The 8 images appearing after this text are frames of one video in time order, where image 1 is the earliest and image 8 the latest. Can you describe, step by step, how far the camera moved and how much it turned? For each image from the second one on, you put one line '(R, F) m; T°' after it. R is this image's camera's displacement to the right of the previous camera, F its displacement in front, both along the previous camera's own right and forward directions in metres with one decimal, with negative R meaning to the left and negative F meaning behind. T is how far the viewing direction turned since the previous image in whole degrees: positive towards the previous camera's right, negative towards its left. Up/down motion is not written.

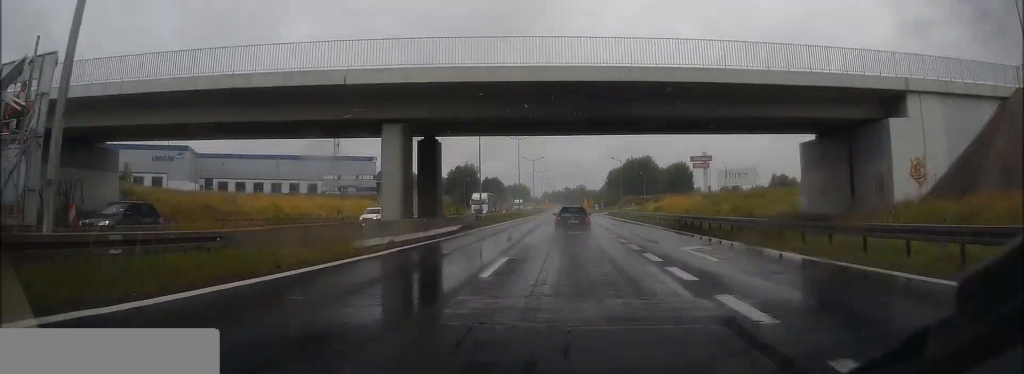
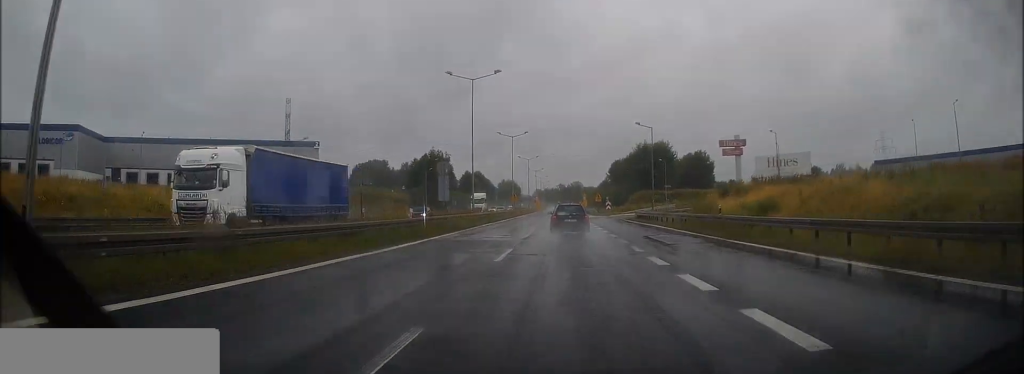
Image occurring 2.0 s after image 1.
(+0.3, +45.2) m; +1°
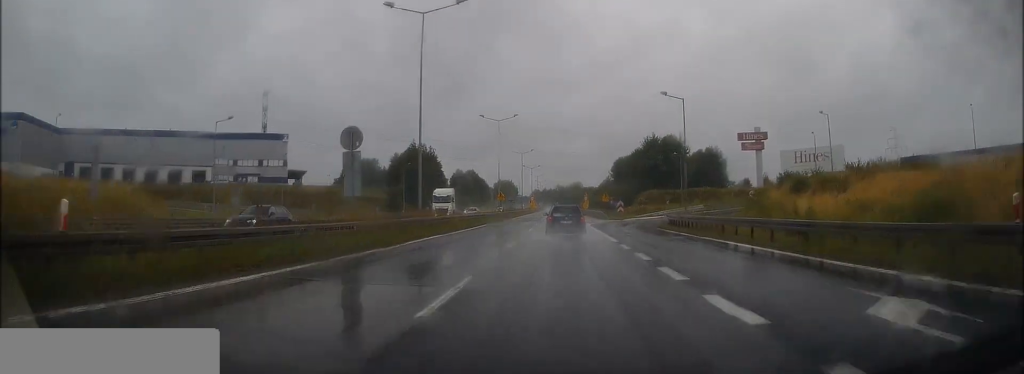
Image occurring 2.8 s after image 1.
(0.0, +18.5) m; 0°
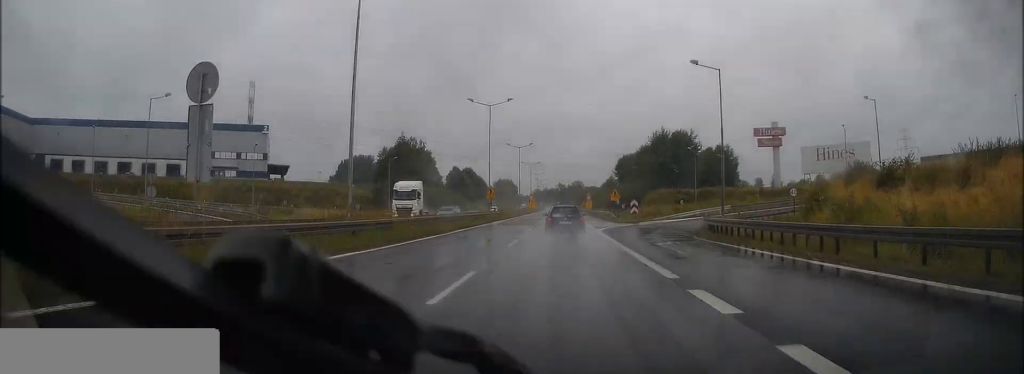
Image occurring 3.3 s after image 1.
(0.0, +11.1) m; 0°
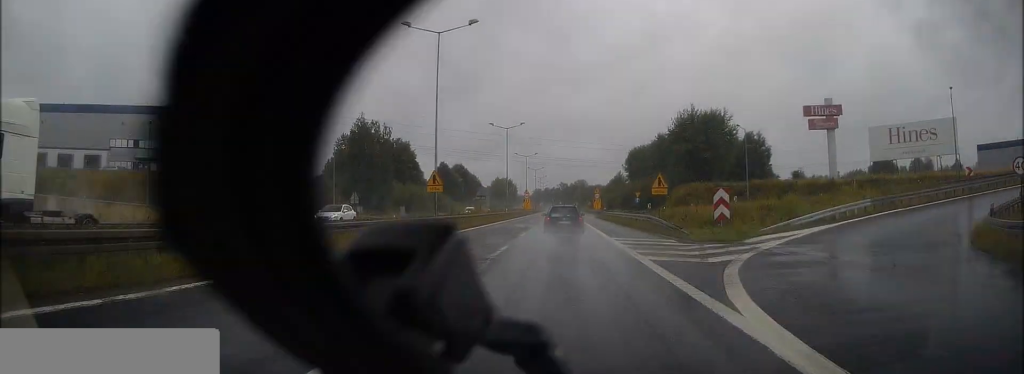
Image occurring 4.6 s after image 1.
(0.0, +28.0) m; 0°
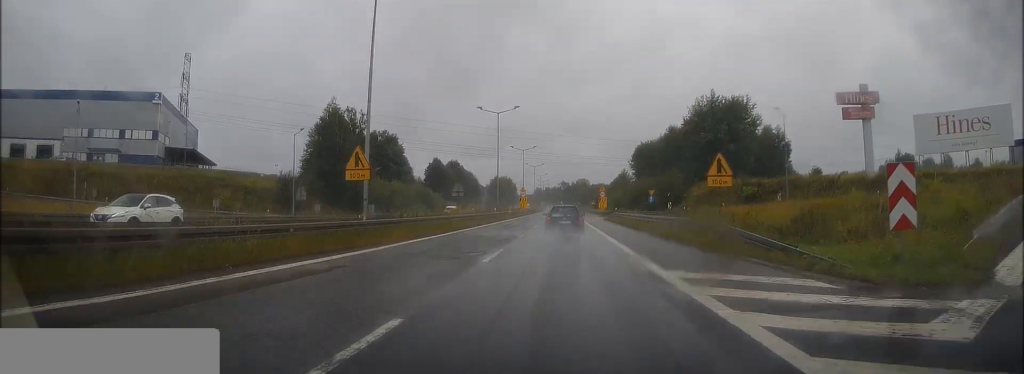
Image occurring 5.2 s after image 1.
(0.0, +13.3) m; 0°
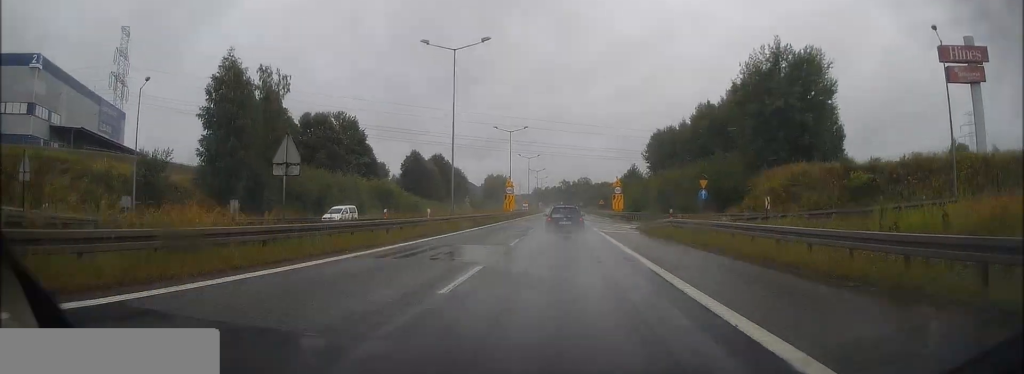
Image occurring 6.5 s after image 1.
(-0.1, +28.9) m; 0°
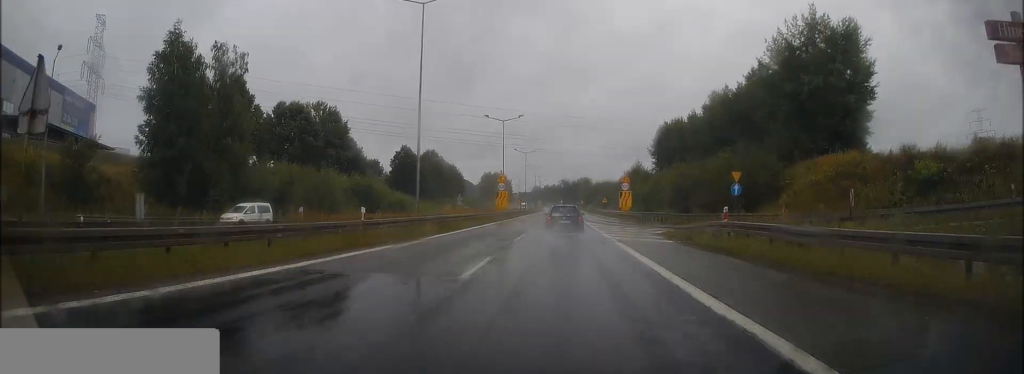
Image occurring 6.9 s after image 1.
(0.0, +9.7) m; 0°
